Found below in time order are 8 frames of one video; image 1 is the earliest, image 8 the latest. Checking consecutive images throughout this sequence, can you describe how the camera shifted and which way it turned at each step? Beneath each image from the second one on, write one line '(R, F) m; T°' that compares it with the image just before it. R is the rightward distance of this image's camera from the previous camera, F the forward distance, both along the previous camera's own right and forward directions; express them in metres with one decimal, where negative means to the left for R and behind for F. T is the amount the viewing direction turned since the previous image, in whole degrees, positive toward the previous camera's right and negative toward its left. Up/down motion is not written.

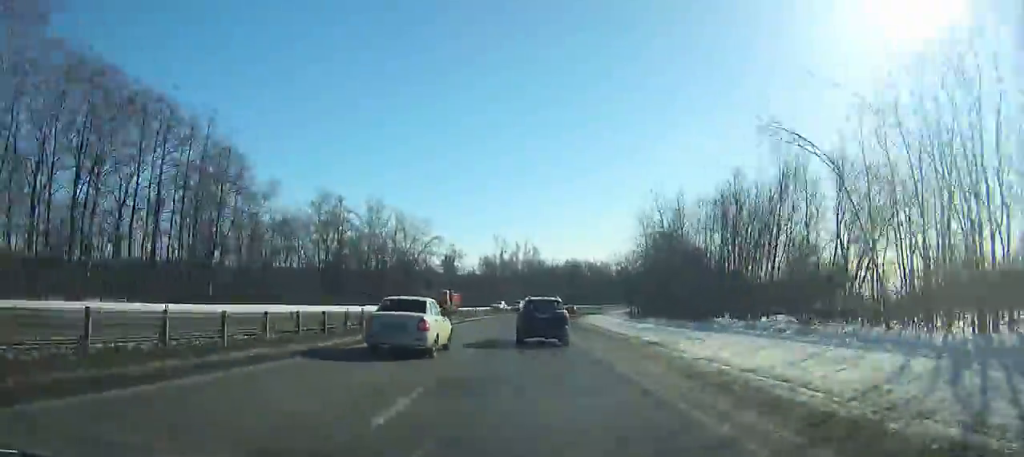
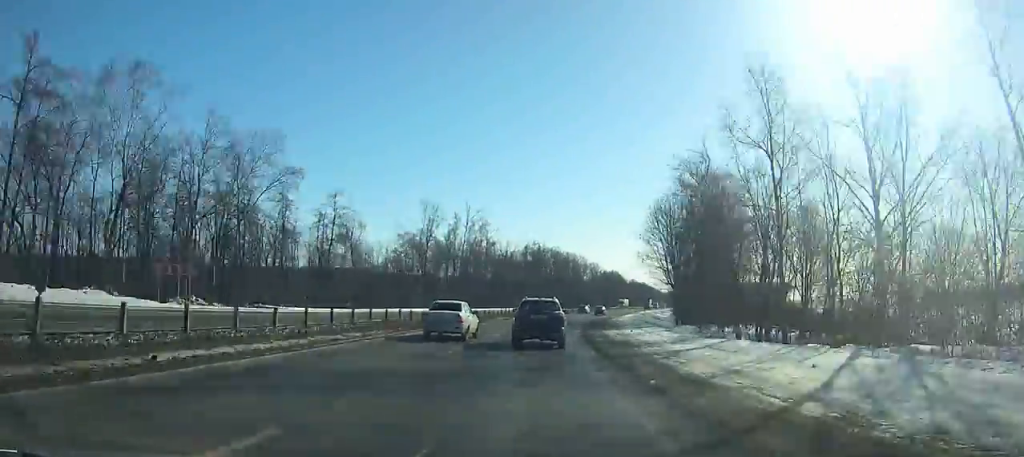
(+2.0, +62.8) m; +5°
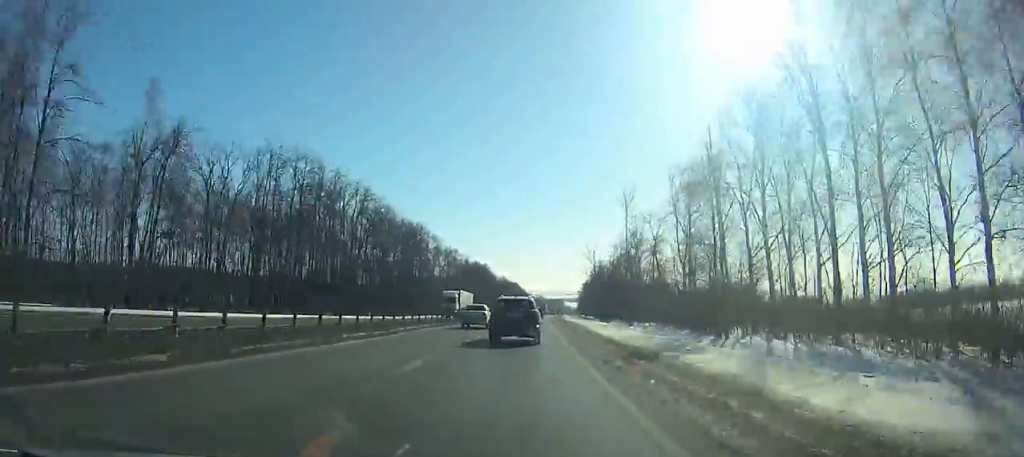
(+8.9, +98.3) m; +10°
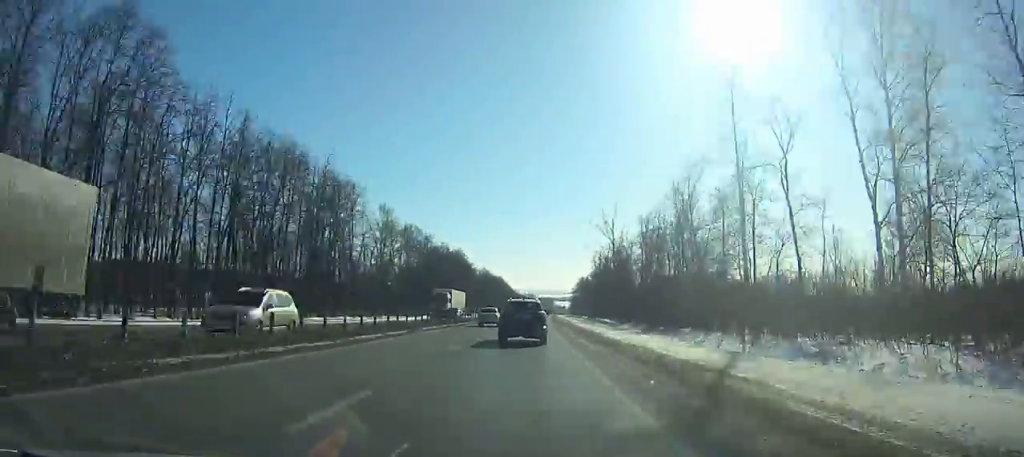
(+2.4, +54.0) m; +3°
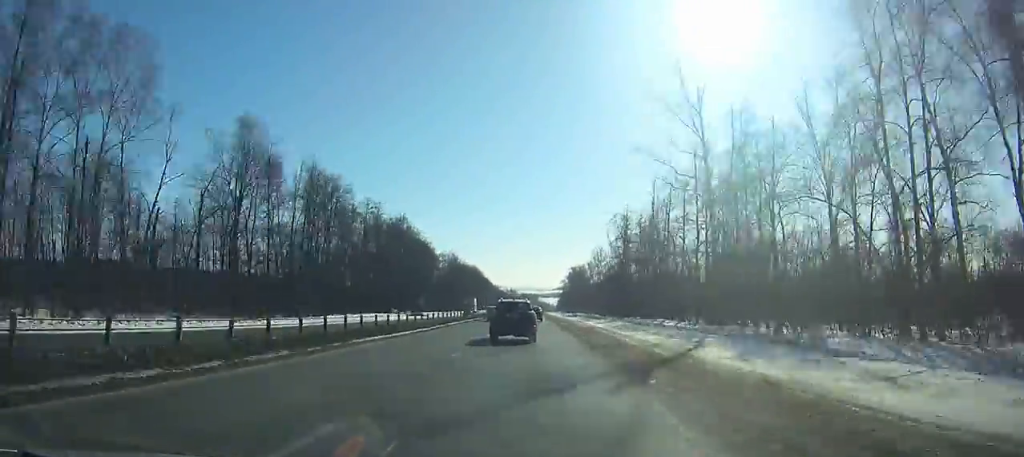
(+1.6, +62.4) m; +2°
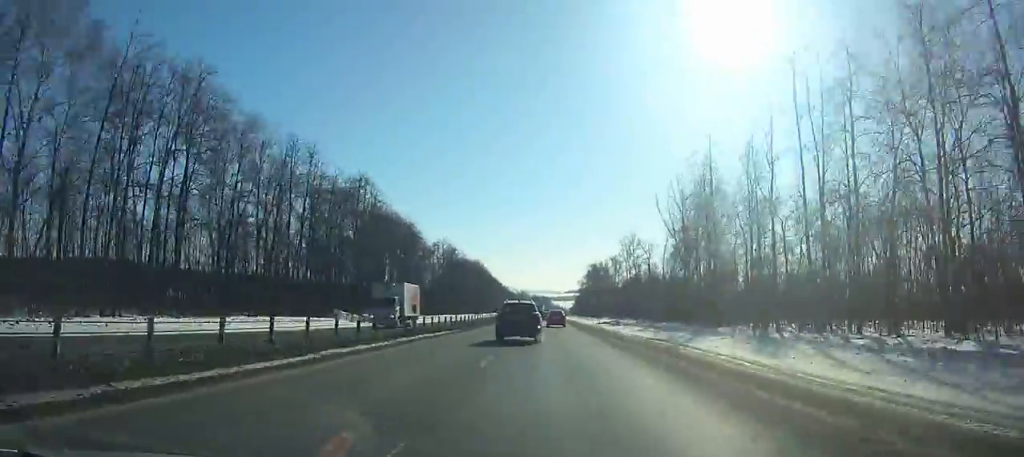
(+0.4, +37.1) m; 0°
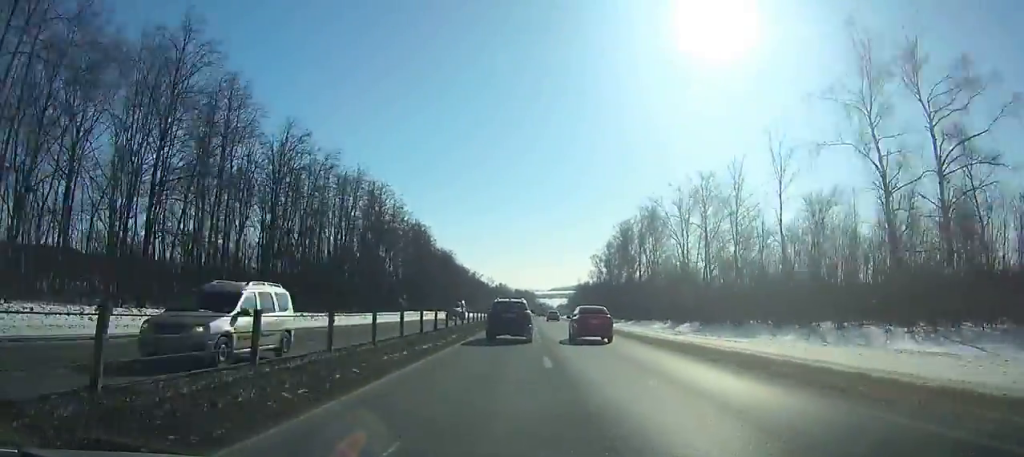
(+0.6, +130.4) m; 0°
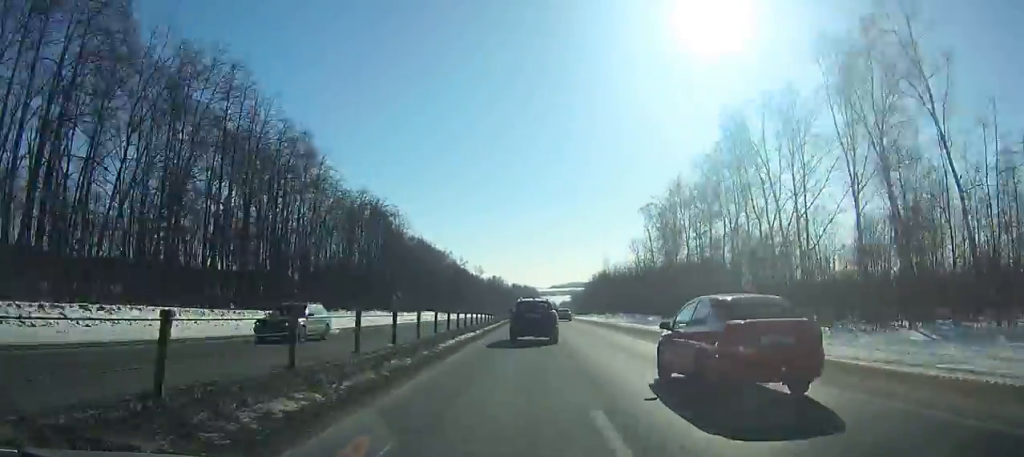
(+0.3, +80.9) m; 0°
